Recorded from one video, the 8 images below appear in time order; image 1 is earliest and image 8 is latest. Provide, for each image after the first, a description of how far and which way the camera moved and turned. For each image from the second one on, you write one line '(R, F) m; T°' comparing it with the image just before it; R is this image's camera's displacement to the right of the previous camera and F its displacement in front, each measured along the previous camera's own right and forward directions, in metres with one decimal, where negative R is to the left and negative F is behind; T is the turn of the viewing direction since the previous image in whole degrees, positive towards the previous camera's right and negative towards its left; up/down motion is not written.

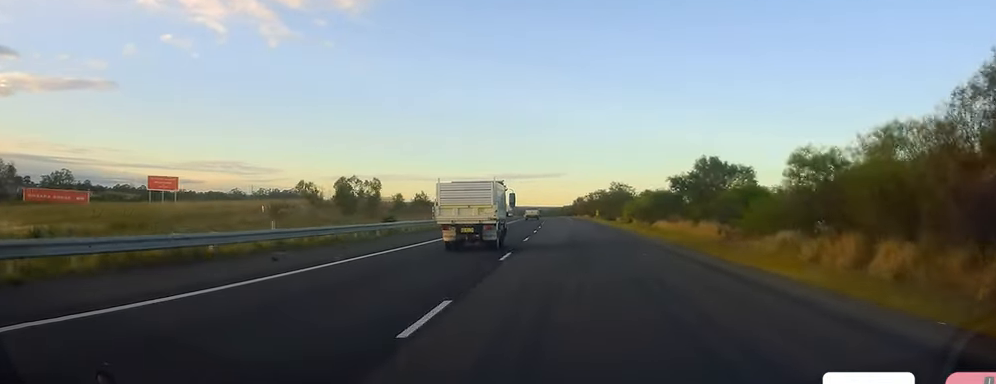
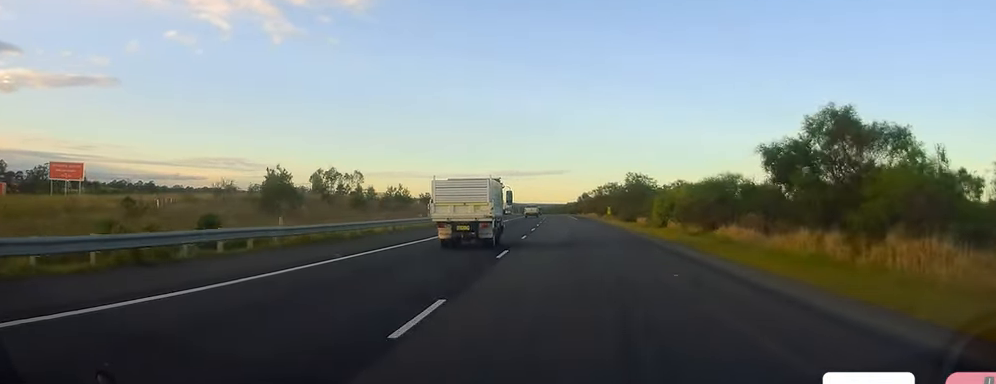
(0.0, +23.5) m; 0°
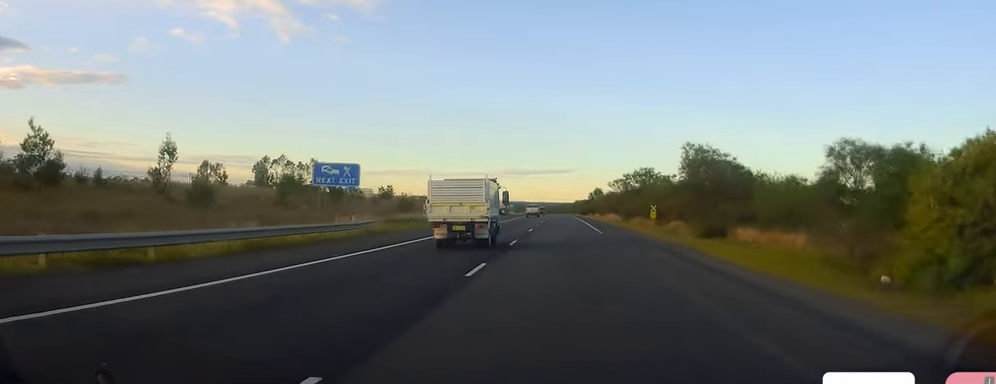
(0.0, +40.2) m; 0°
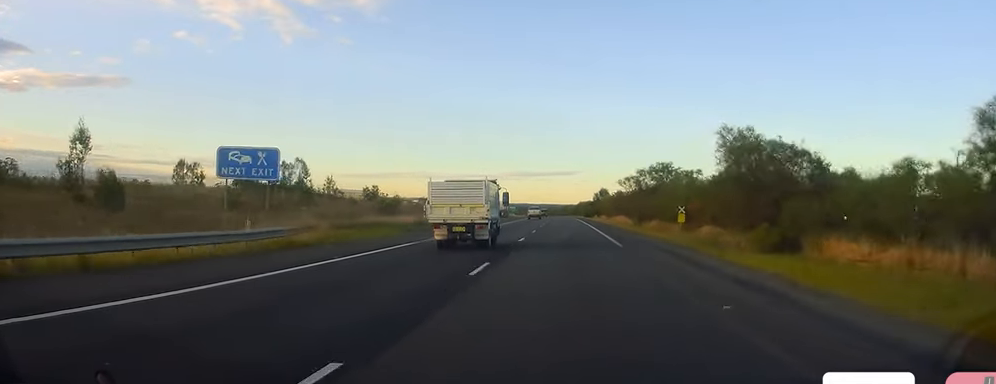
(0.0, +11.2) m; 0°
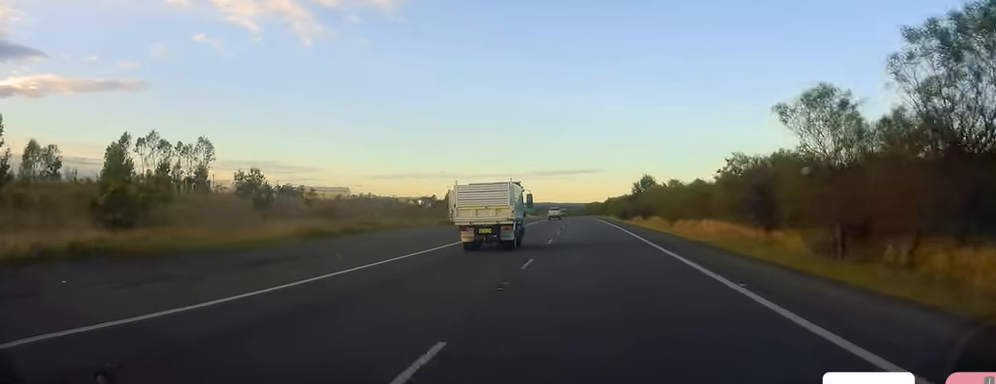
(-0.6, +49.3) m; -1°
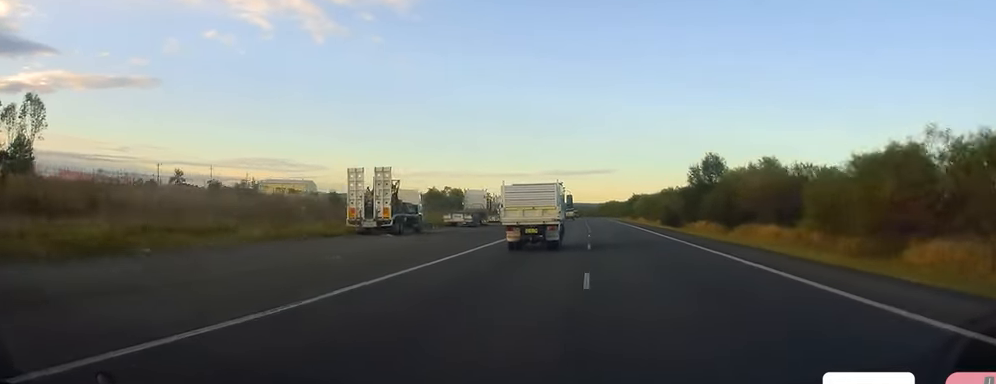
(0.0, +39.9) m; -1°
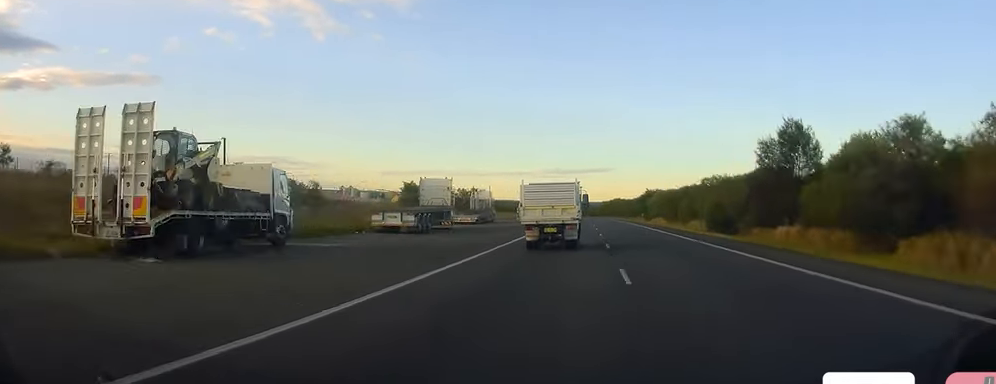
(-0.2, +23.0) m; -1°
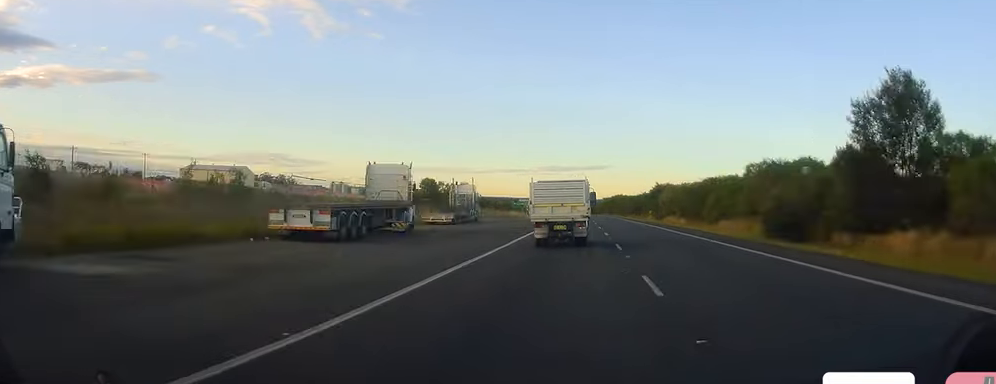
(0.0, +13.9) m; 0°
